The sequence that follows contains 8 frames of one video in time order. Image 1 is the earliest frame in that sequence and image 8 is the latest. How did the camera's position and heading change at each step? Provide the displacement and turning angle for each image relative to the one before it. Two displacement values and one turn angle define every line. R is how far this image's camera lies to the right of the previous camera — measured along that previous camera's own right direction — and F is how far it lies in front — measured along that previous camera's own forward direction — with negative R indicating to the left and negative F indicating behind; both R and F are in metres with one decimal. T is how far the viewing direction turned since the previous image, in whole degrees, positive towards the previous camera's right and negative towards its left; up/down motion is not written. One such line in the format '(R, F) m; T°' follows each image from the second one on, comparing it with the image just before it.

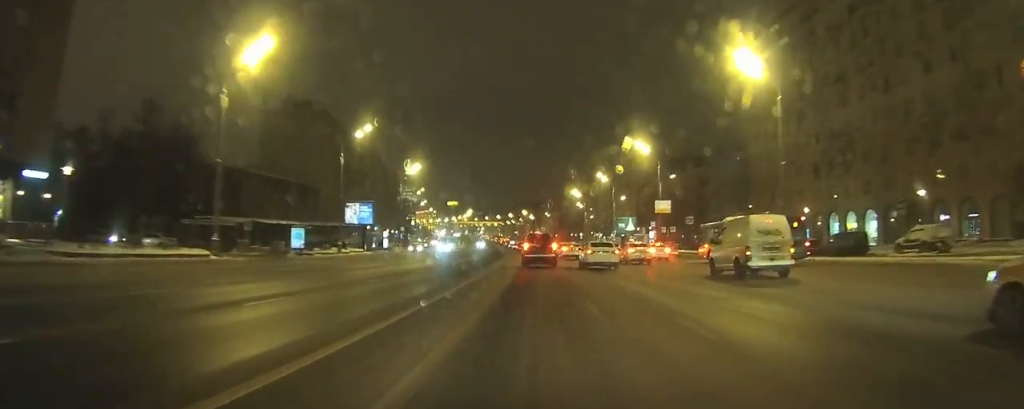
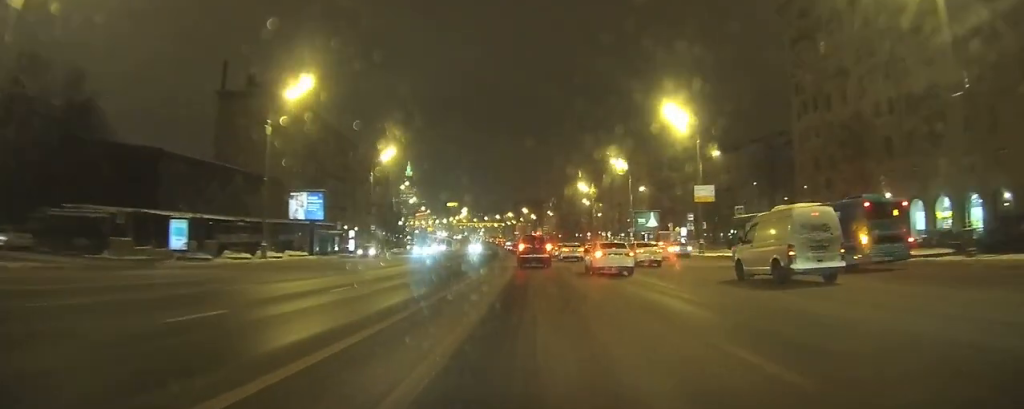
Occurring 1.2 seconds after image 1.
(0.0, +18.2) m; 0°
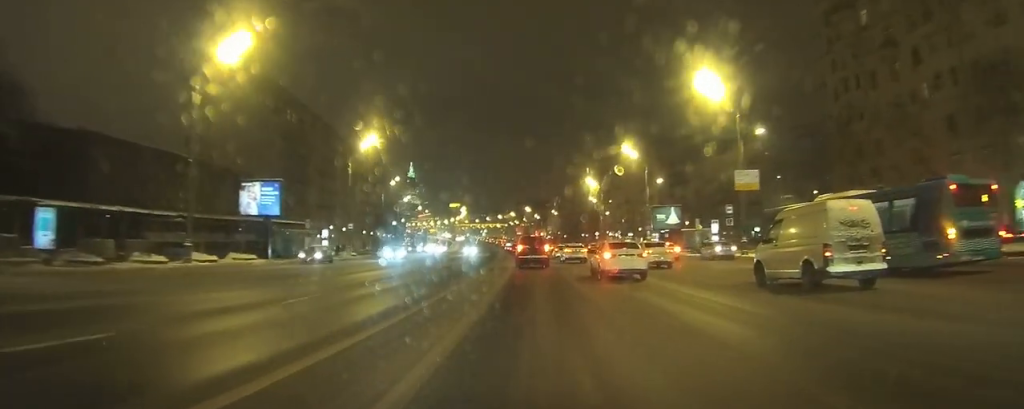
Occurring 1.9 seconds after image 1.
(0.0, +10.8) m; -1°
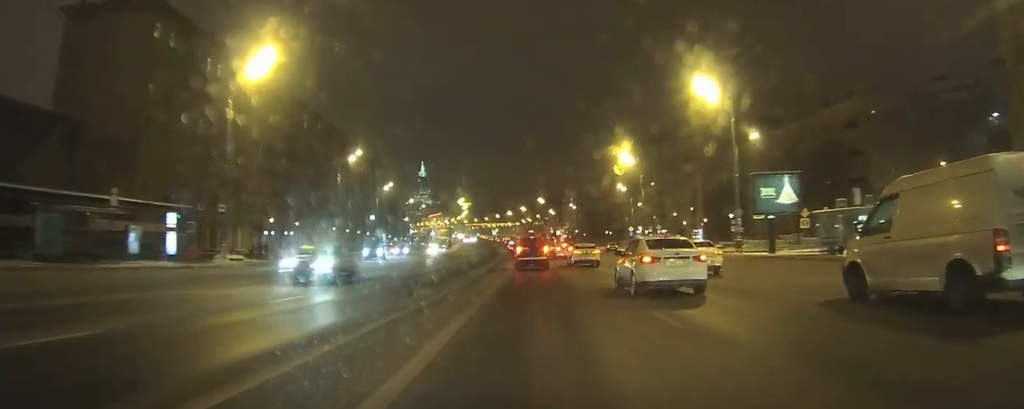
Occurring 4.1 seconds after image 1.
(-0.5, +30.7) m; -2°
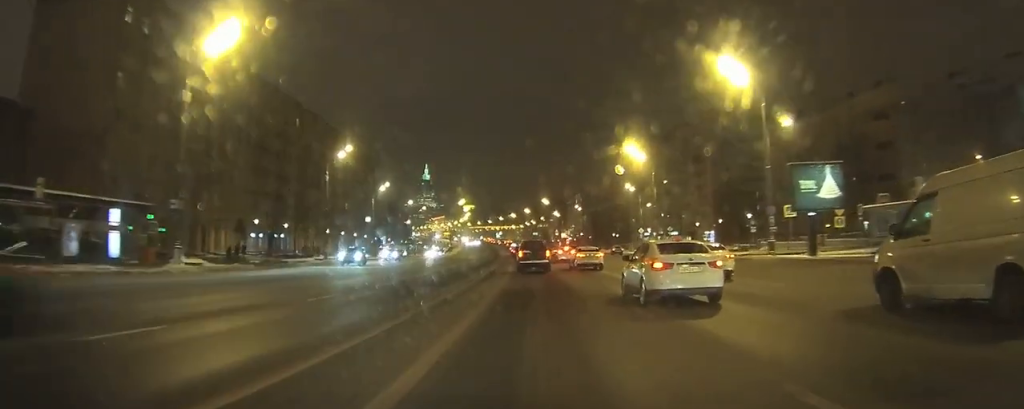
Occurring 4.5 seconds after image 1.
(-0.1, +6.0) m; 0°
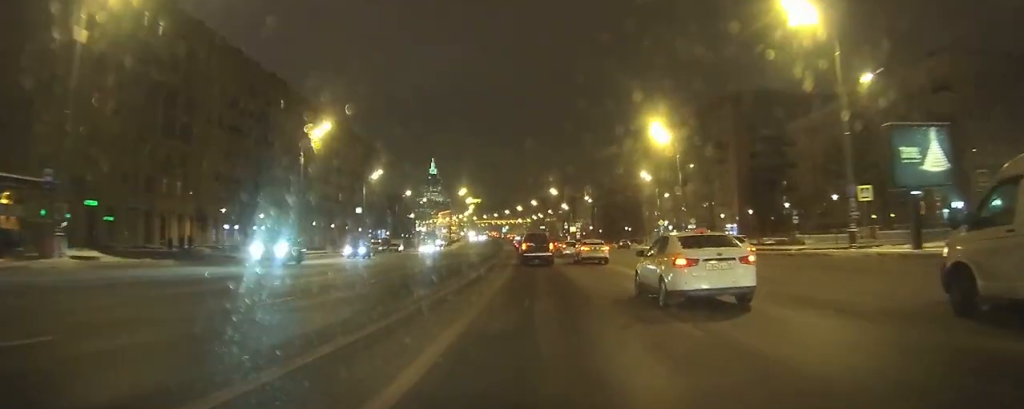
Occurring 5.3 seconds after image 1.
(-0.1, +10.4) m; 0°
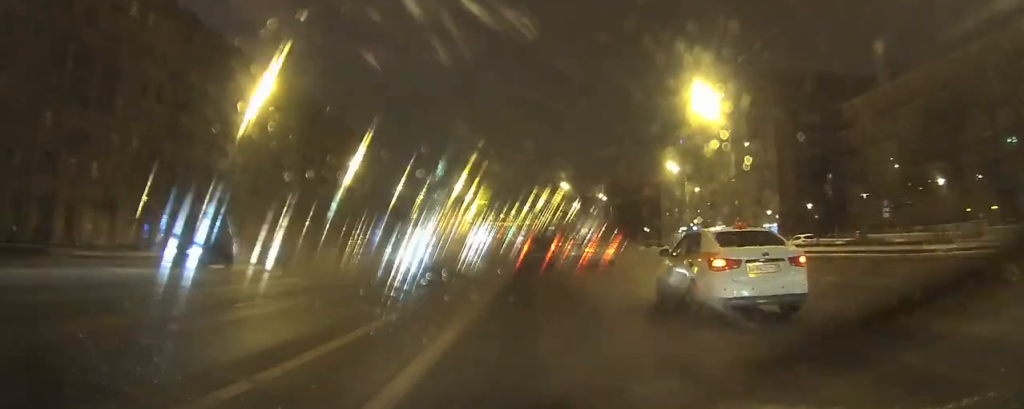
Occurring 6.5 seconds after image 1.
(-0.1, +16.6) m; -1°
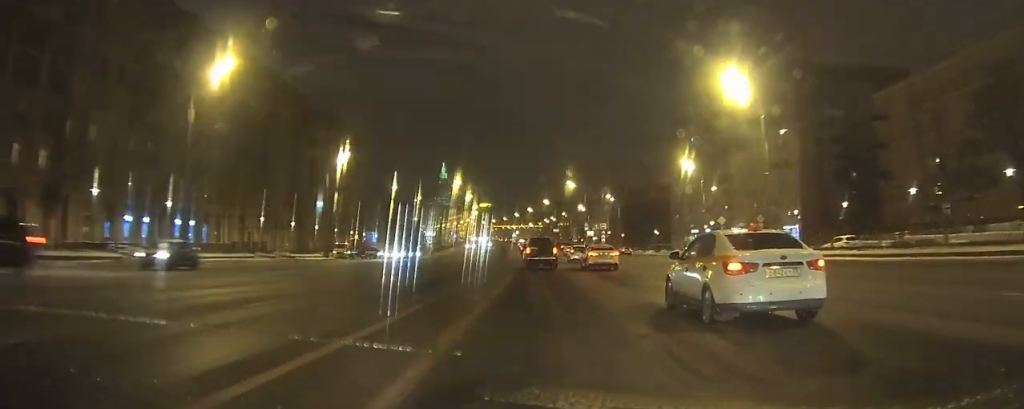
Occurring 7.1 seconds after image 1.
(0.0, +7.6) m; 0°
